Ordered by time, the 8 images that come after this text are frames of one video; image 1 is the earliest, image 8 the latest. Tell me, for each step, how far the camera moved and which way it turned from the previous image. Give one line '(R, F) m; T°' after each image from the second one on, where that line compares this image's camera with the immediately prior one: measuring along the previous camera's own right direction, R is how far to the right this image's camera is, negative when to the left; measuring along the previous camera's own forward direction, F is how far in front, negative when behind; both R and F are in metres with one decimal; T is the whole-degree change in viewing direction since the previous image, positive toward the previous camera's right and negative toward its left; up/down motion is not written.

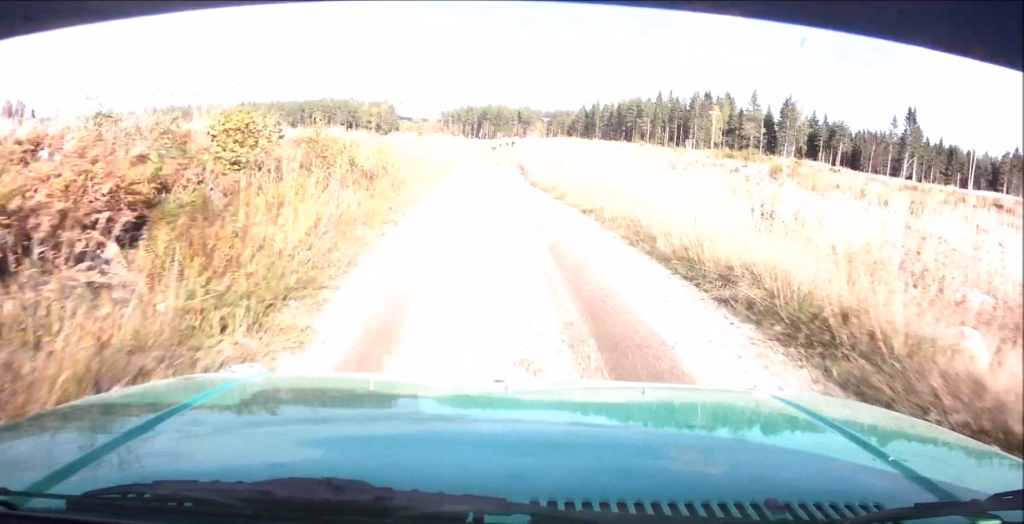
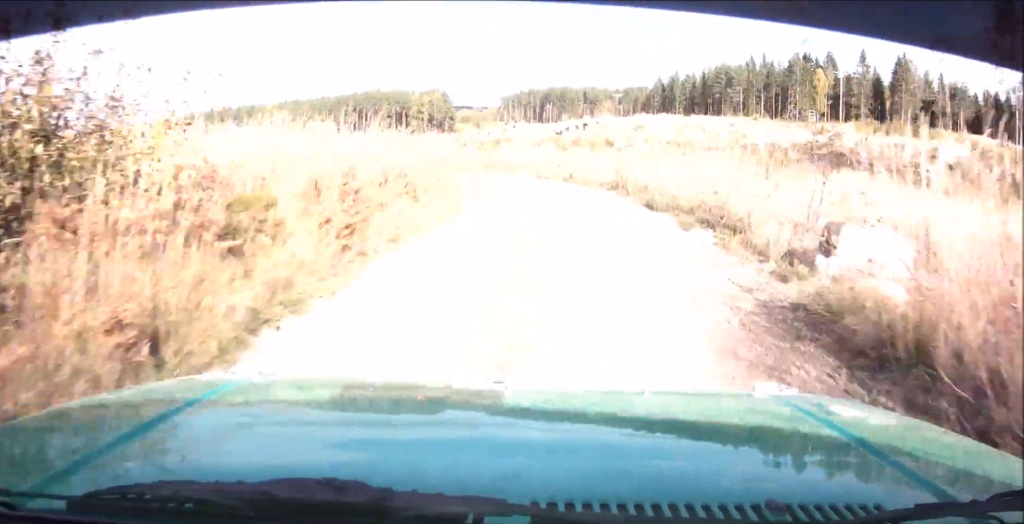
(-3.5, +40.6) m; -11°
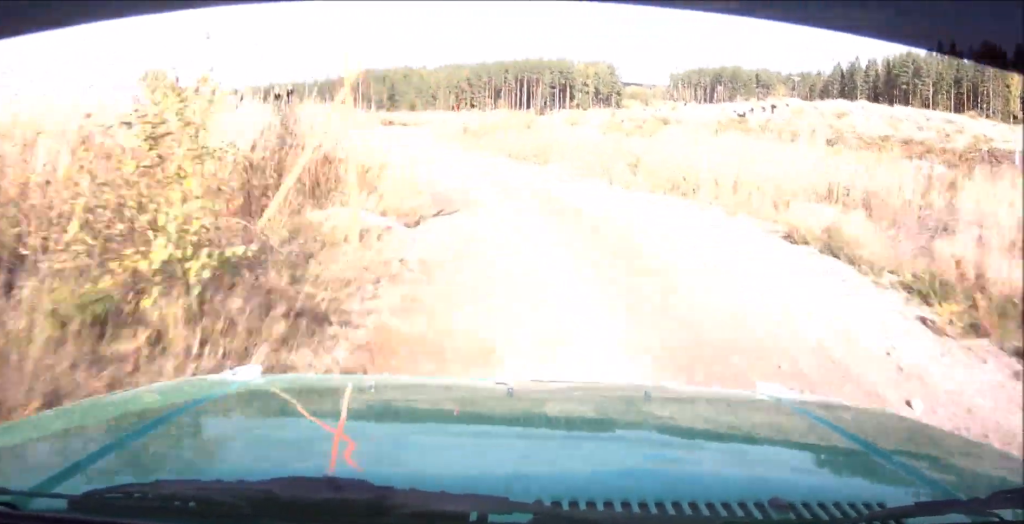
(-0.8, +24.1) m; -2°
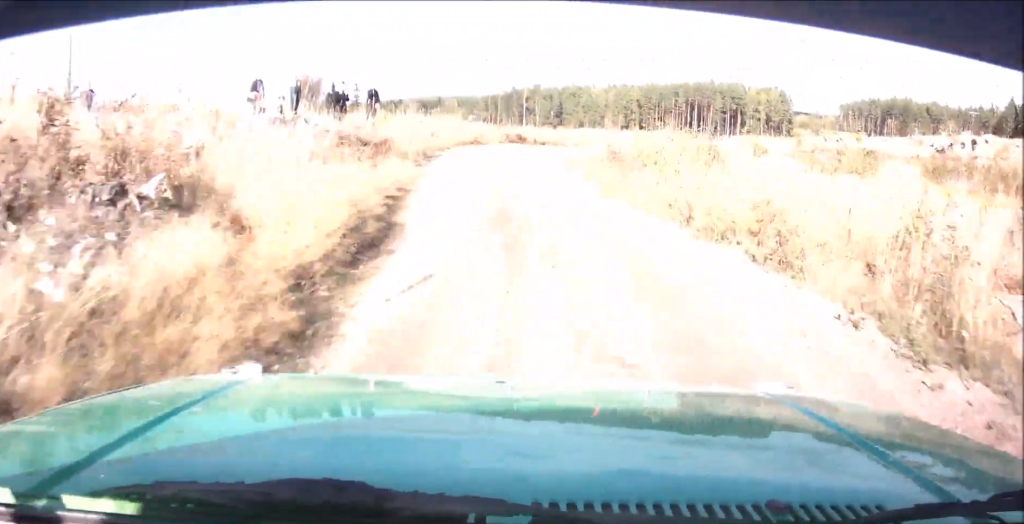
(0.0, +11.7) m; 0°
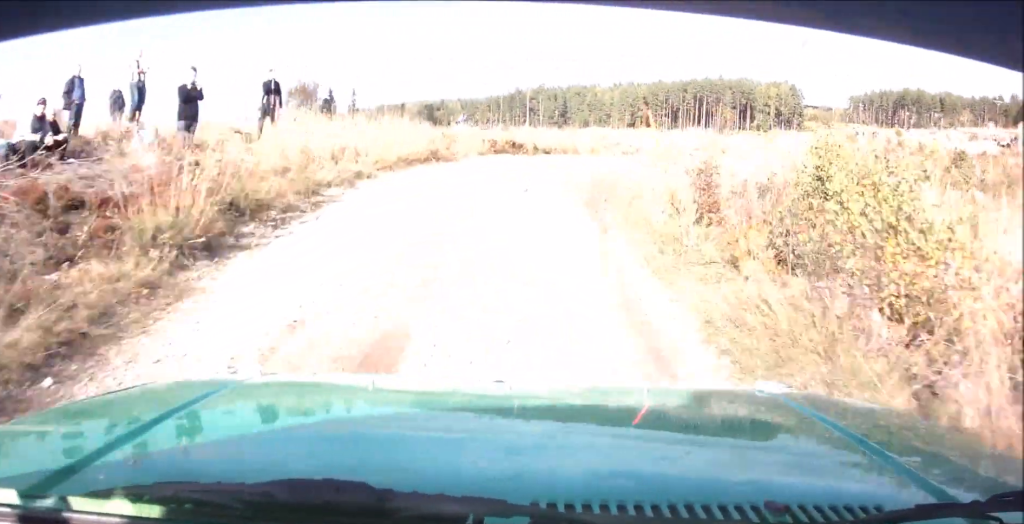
(0.0, +10.8) m; 0°
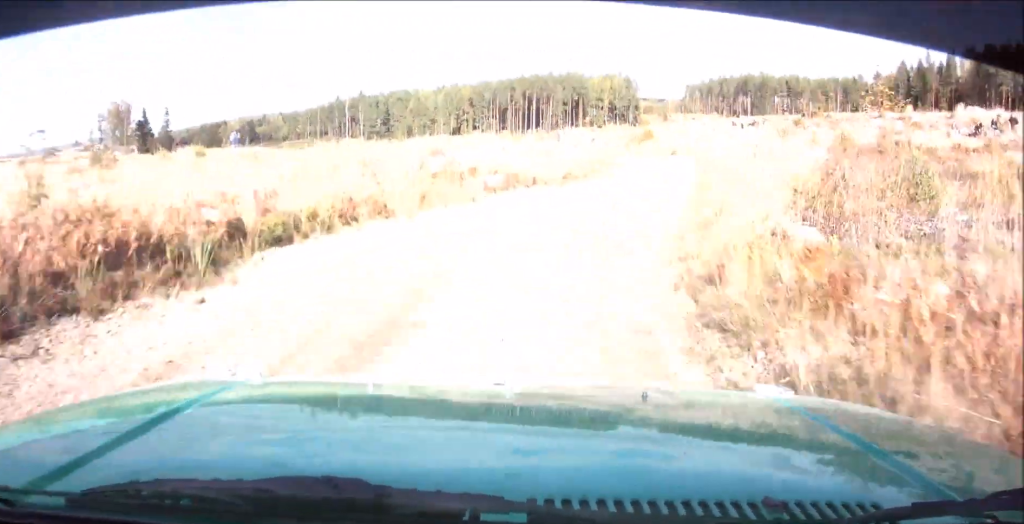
(-0.3, +16.4) m; +5°
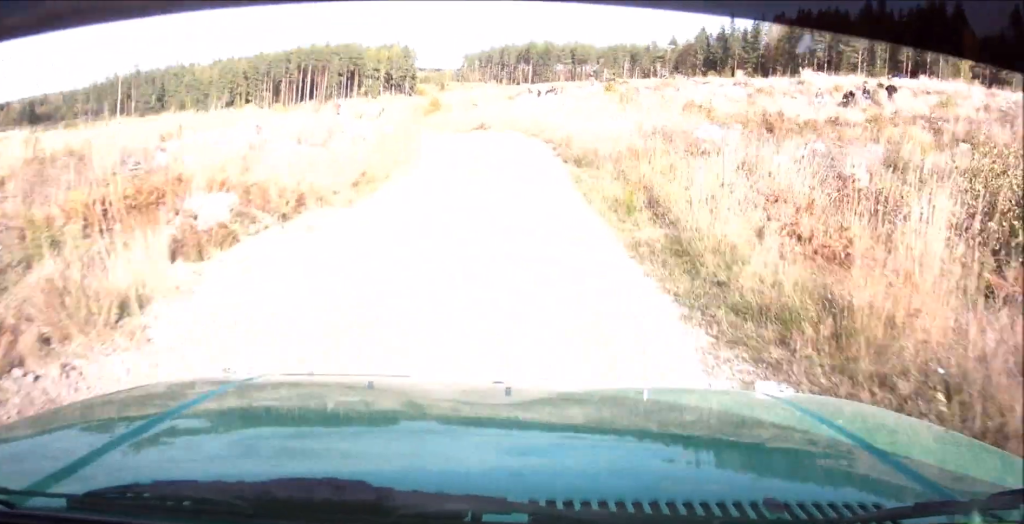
(+0.8, +9.2) m; +2°
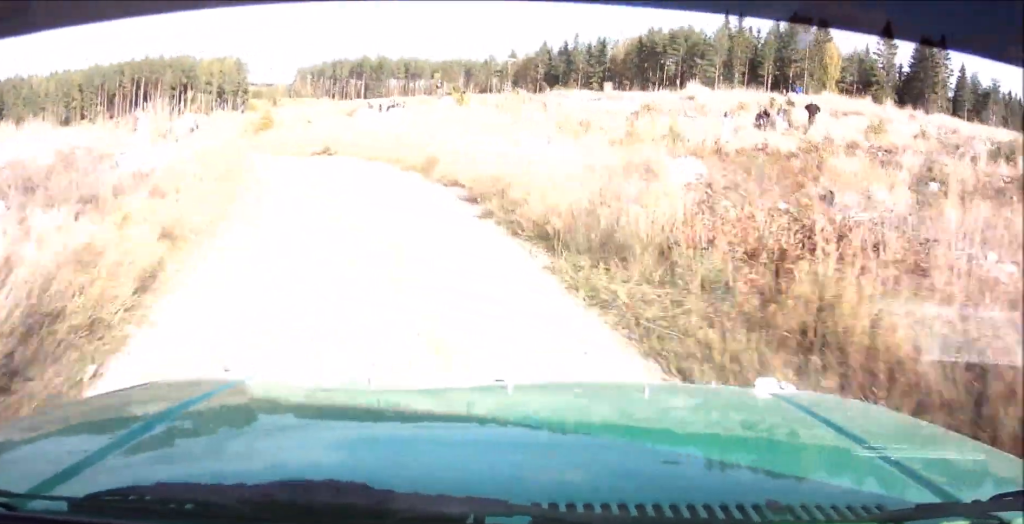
(+0.6, +8.6) m; +2°
